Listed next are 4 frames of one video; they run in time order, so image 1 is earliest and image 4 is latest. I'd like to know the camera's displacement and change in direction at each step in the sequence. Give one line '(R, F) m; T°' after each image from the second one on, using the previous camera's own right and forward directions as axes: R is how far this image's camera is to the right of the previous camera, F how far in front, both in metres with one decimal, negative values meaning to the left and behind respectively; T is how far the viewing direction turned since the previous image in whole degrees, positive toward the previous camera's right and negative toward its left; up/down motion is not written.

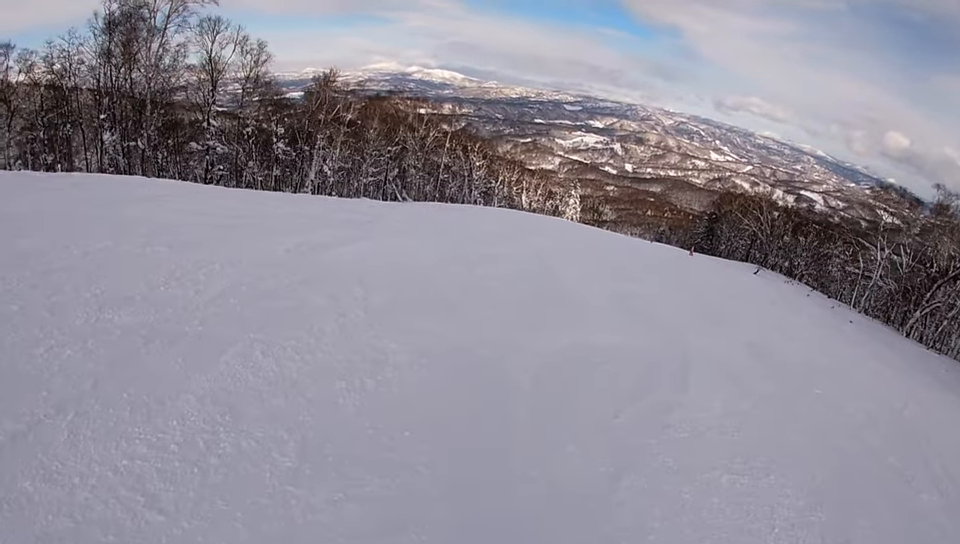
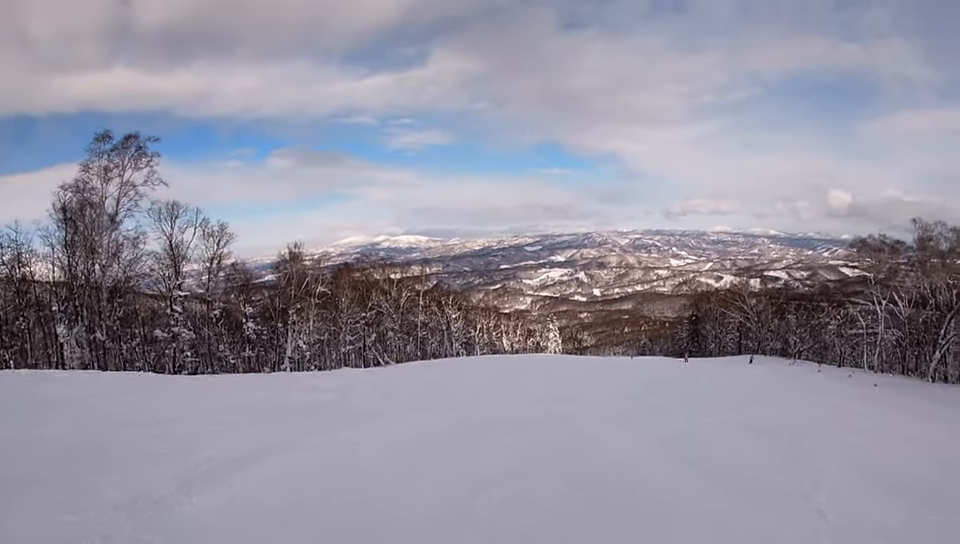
(-0.2, +4.3) m; +1°
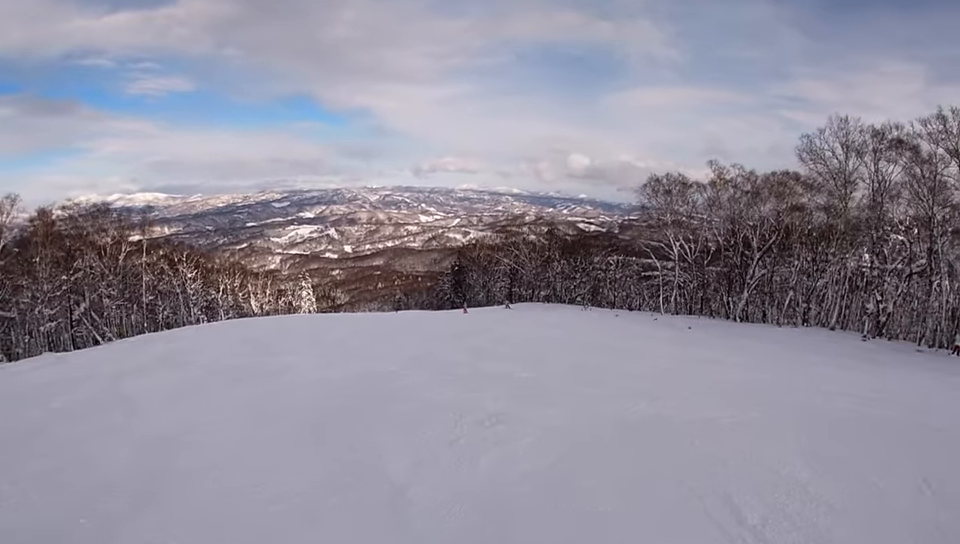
(+1.6, +11.2) m; +10°
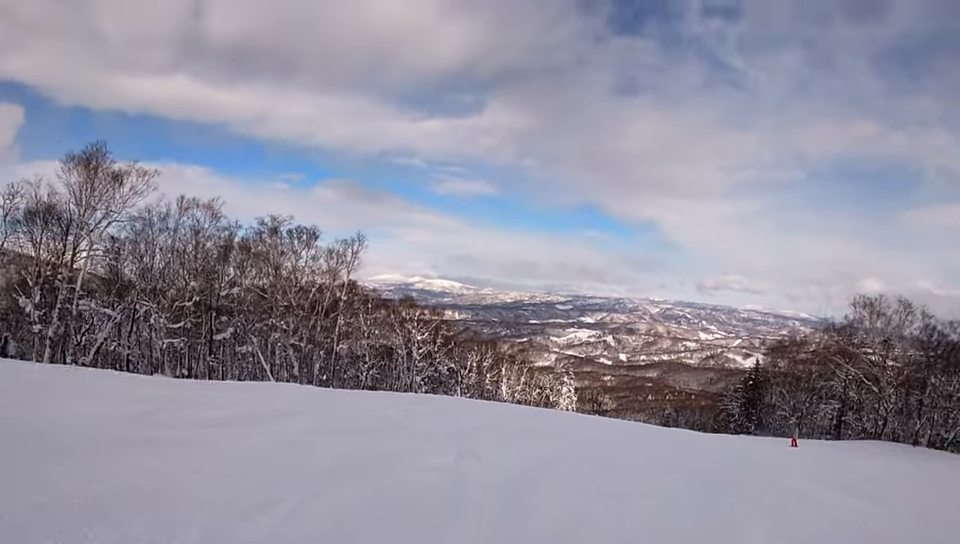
(-6.1, +22.7) m; -31°
